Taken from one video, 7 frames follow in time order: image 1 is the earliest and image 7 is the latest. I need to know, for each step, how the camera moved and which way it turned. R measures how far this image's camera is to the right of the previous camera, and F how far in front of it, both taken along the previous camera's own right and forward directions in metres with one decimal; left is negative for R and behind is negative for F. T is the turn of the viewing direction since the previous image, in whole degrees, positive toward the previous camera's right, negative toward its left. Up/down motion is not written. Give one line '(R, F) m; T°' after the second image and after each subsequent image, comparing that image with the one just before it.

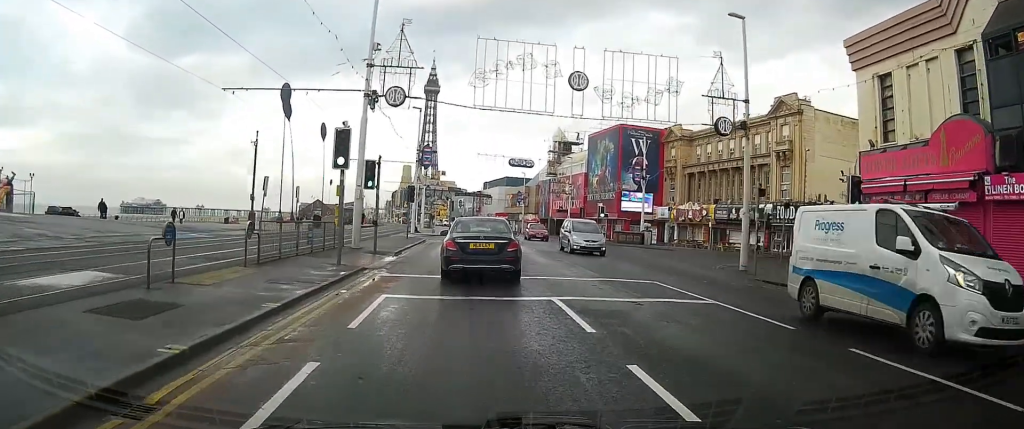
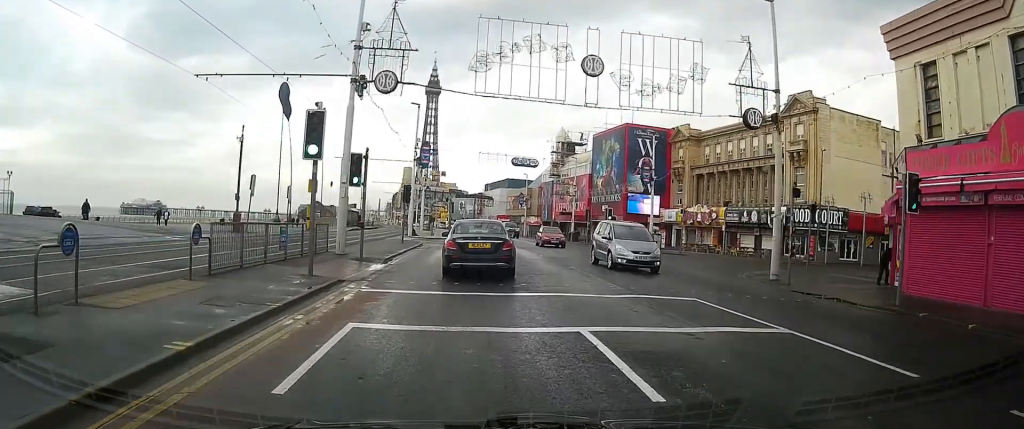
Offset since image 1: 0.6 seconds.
(+0.1, +3.5) m; +2°
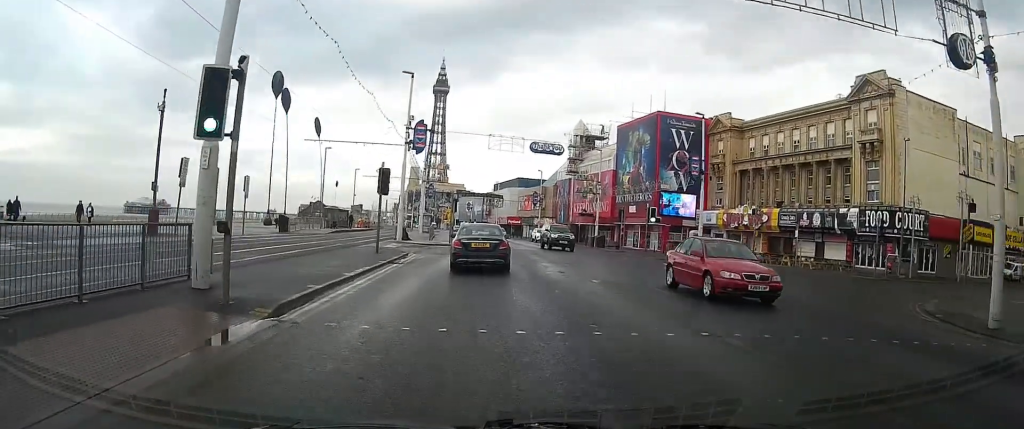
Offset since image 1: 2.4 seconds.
(+0.4, +13.5) m; +2°
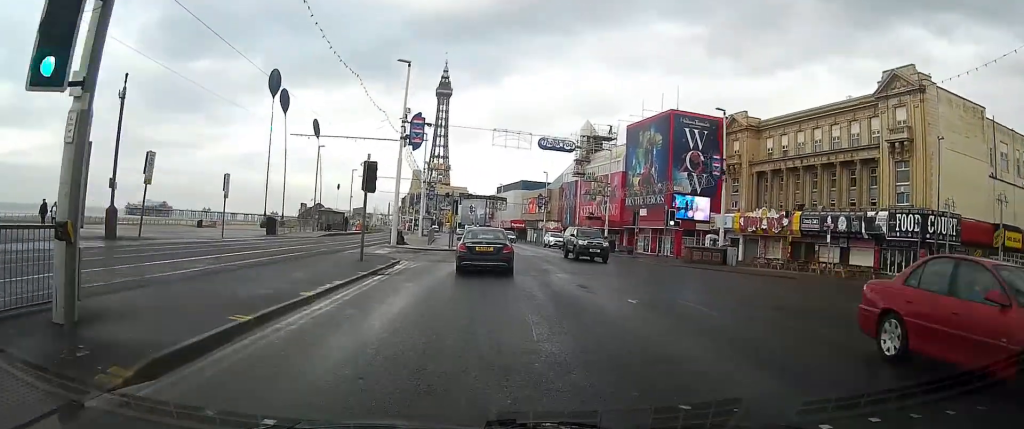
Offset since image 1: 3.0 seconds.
(-0.1, +4.3) m; 0°
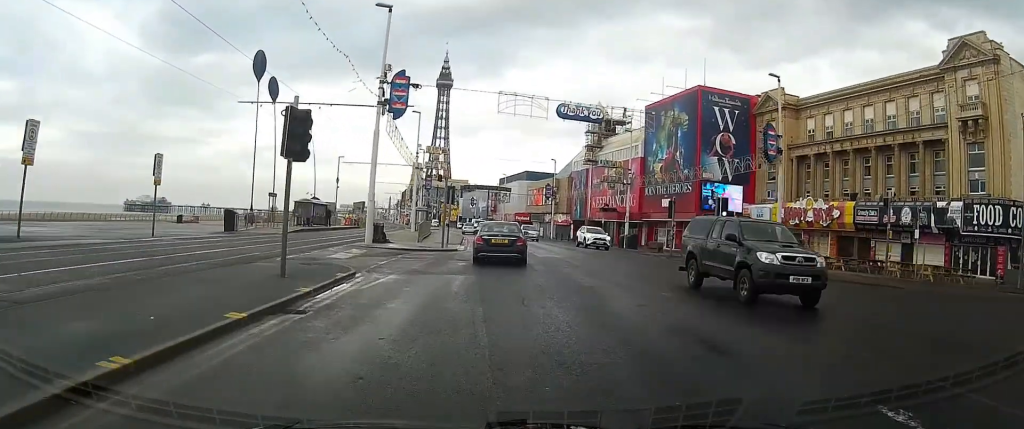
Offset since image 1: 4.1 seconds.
(+0.2, +9.7) m; +2°
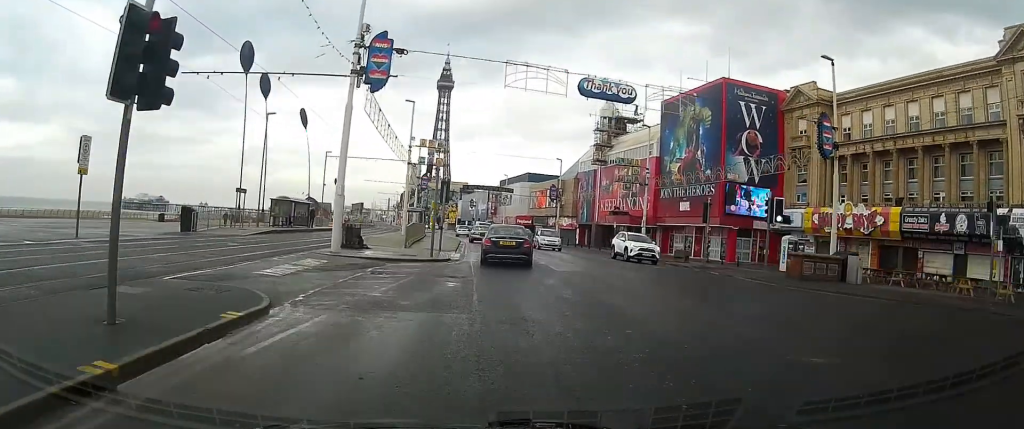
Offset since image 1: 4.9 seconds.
(0.0, +7.0) m; 0°
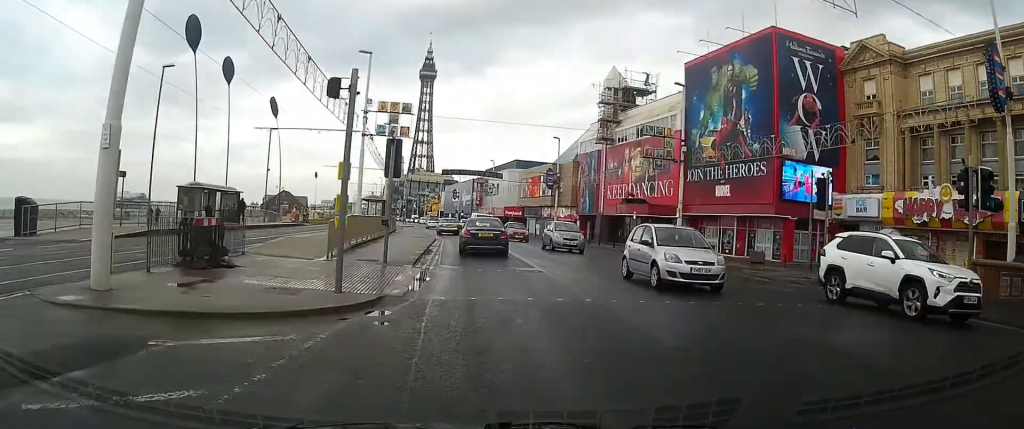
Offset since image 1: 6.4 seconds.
(+0.1, +14.8) m; +1°
